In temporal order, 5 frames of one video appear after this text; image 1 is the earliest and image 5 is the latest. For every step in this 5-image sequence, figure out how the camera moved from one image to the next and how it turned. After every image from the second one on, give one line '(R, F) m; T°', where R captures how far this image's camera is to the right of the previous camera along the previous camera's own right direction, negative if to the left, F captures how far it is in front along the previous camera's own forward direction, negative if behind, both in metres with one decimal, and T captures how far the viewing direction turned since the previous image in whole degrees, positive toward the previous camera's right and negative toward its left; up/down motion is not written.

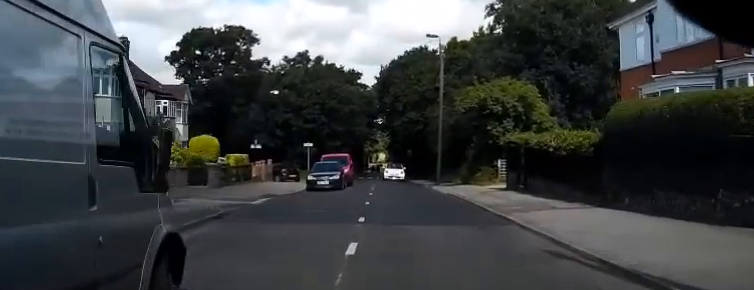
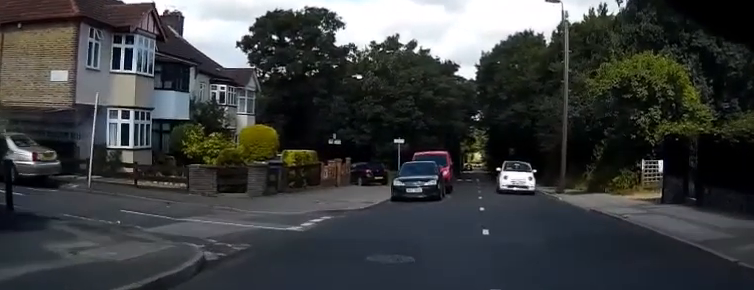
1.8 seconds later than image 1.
(-0.6, +7.5) m; -6°
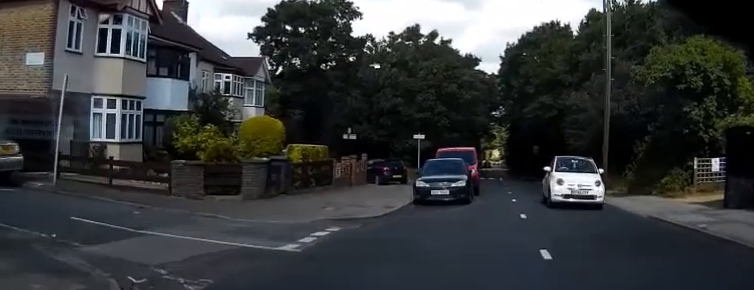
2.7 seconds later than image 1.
(0.0, +3.0) m; -1°
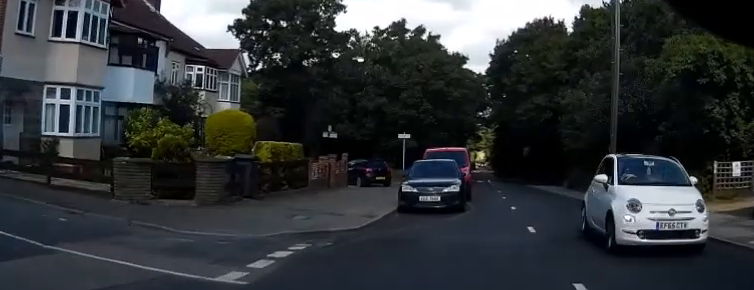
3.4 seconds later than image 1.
(0.0, +2.4) m; 0°
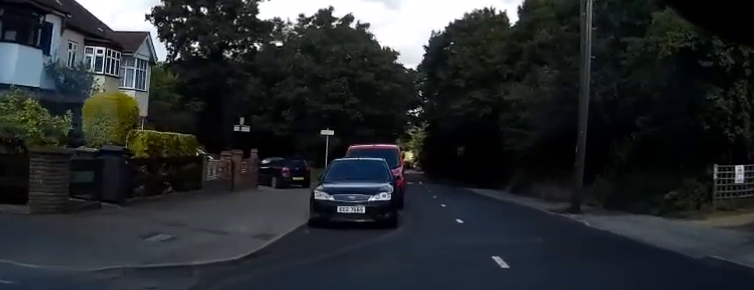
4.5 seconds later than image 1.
(0.0, +3.7) m; +4°
